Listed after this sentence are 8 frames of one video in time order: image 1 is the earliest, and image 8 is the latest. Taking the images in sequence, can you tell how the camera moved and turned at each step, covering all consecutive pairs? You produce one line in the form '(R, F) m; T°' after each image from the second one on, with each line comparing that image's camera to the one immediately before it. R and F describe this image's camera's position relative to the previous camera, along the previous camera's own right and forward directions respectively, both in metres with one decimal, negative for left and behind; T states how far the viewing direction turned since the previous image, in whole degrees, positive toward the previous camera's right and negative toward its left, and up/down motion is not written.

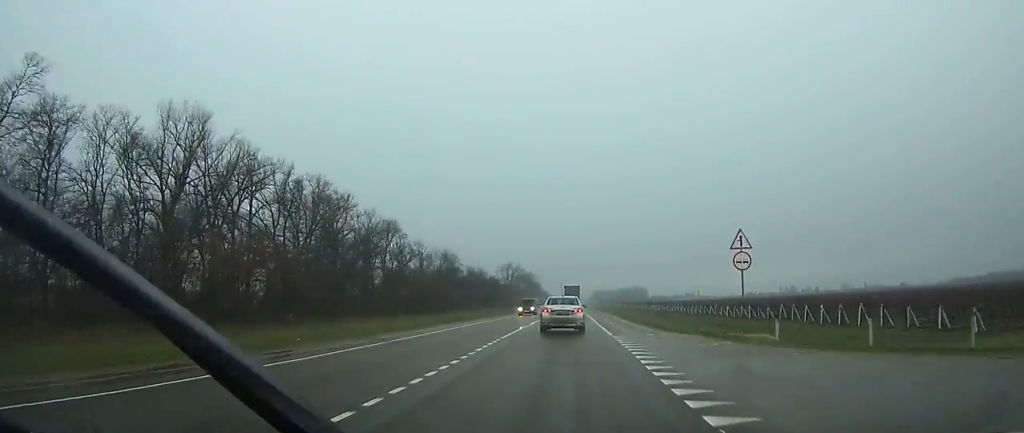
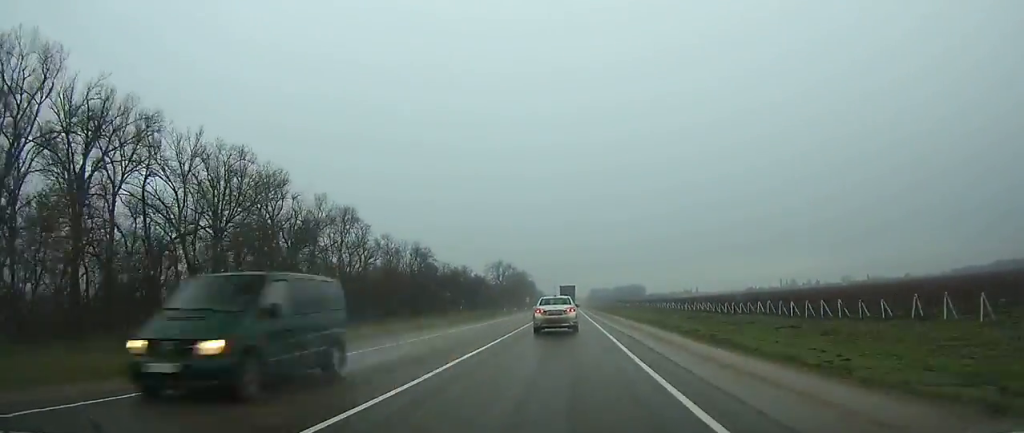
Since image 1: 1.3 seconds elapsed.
(-0.1, +25.2) m; 0°
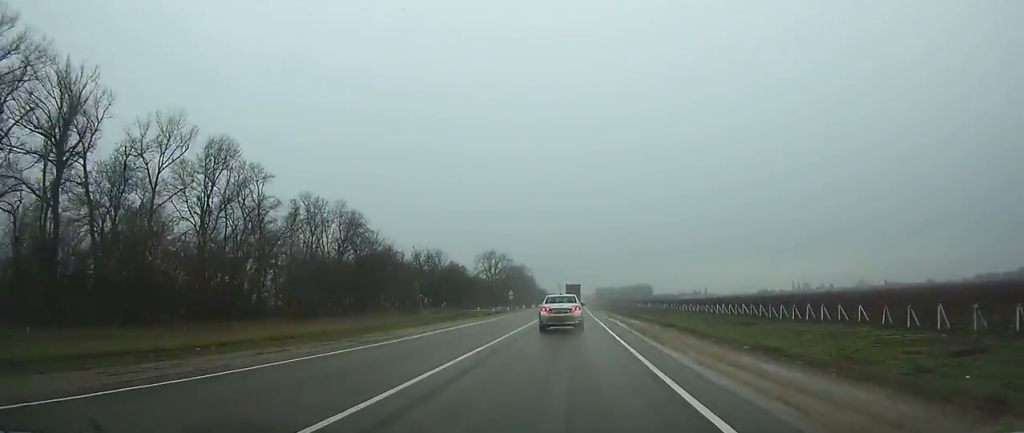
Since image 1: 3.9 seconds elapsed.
(+0.1, +47.8) m; +1°
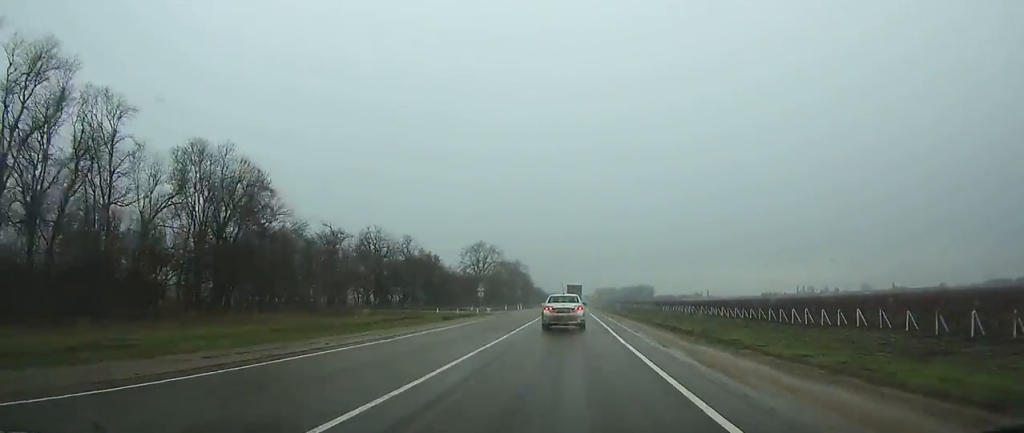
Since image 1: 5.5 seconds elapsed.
(+0.1, +31.4) m; 0°
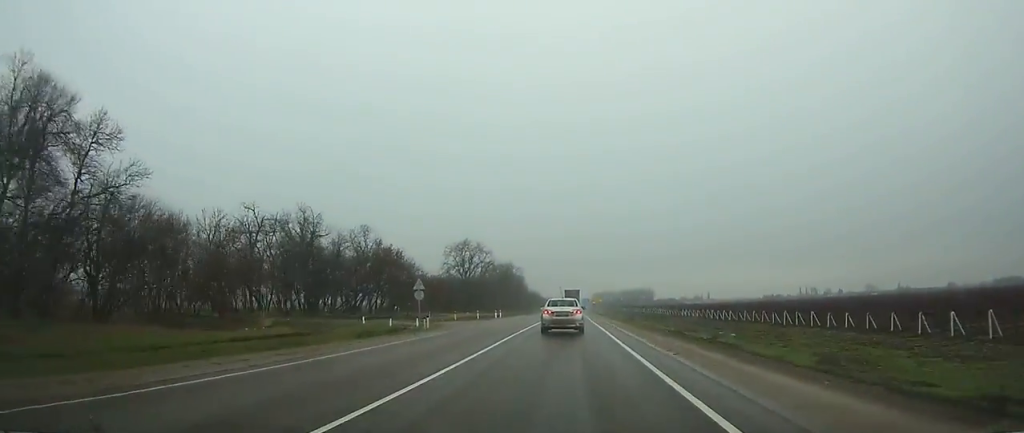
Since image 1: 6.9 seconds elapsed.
(+0.1, +26.3) m; 0°
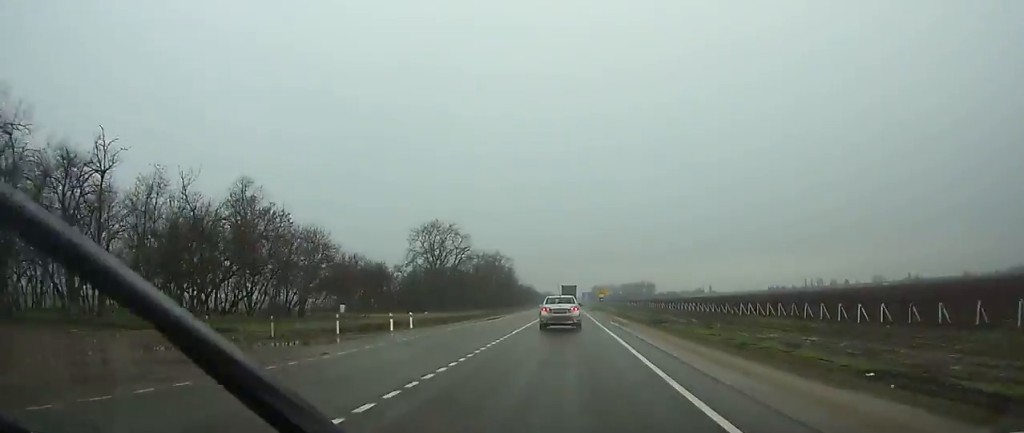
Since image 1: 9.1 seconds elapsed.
(-0.1, +41.3) m; 0°
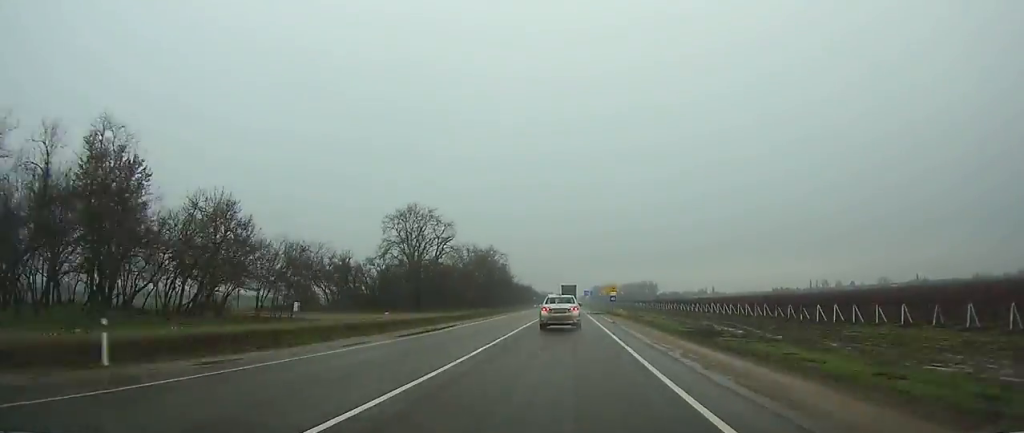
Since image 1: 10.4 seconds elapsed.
(0.0, +23.7) m; 0°
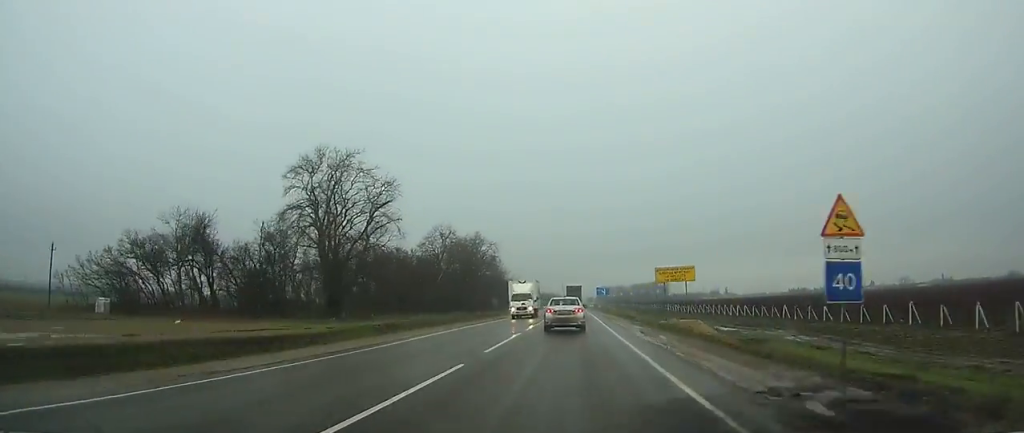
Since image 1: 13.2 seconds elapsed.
(-0.2, +52.2) m; 0°
